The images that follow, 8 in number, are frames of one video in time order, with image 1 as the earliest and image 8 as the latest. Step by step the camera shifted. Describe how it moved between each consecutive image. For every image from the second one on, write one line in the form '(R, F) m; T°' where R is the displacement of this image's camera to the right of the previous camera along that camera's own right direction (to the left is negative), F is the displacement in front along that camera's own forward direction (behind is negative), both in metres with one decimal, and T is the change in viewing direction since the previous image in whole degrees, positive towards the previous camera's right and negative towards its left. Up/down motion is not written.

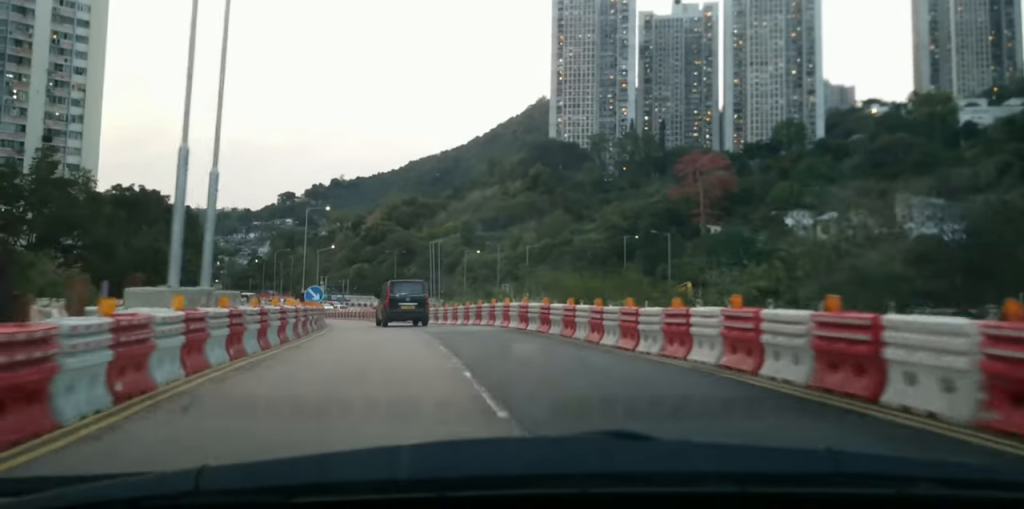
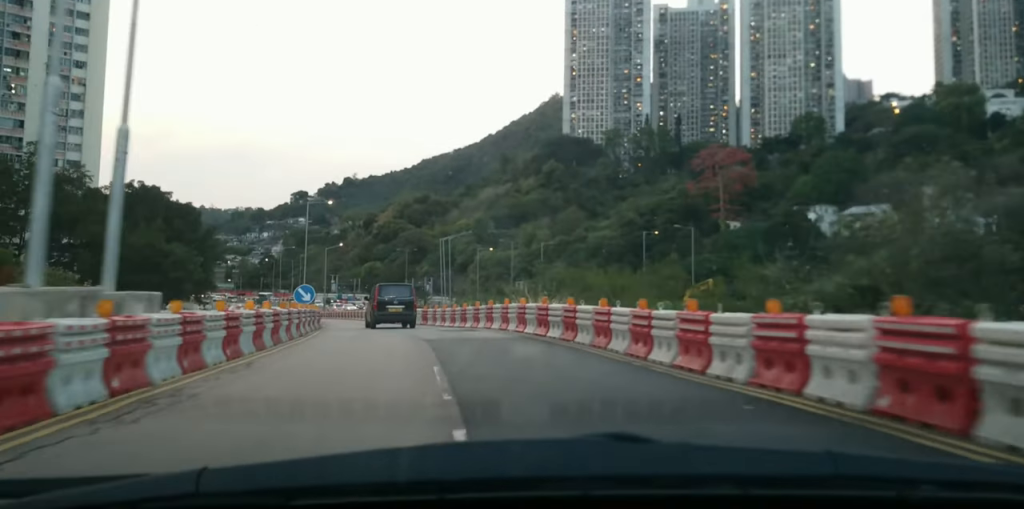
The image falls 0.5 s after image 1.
(+0.1, +4.7) m; -3°
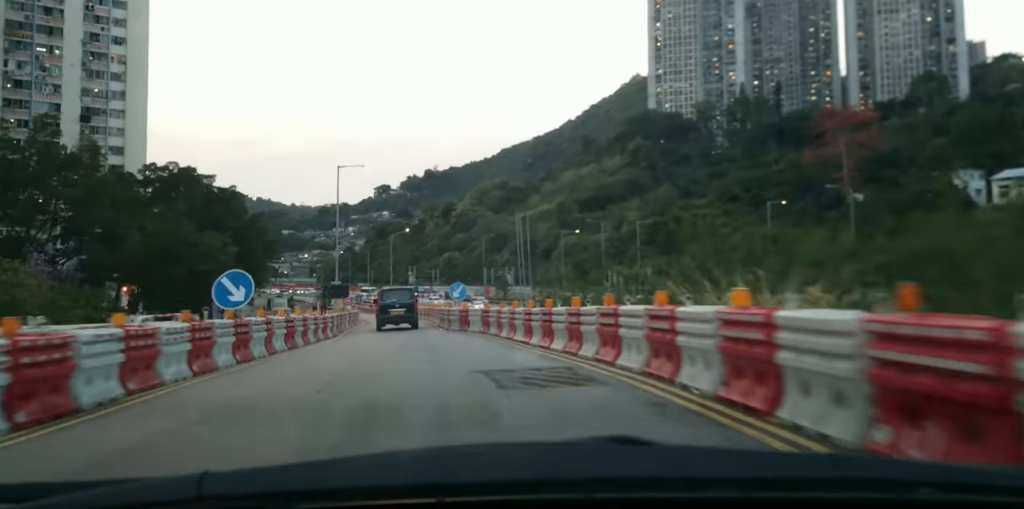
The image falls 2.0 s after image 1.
(-1.3, +16.4) m; -7°
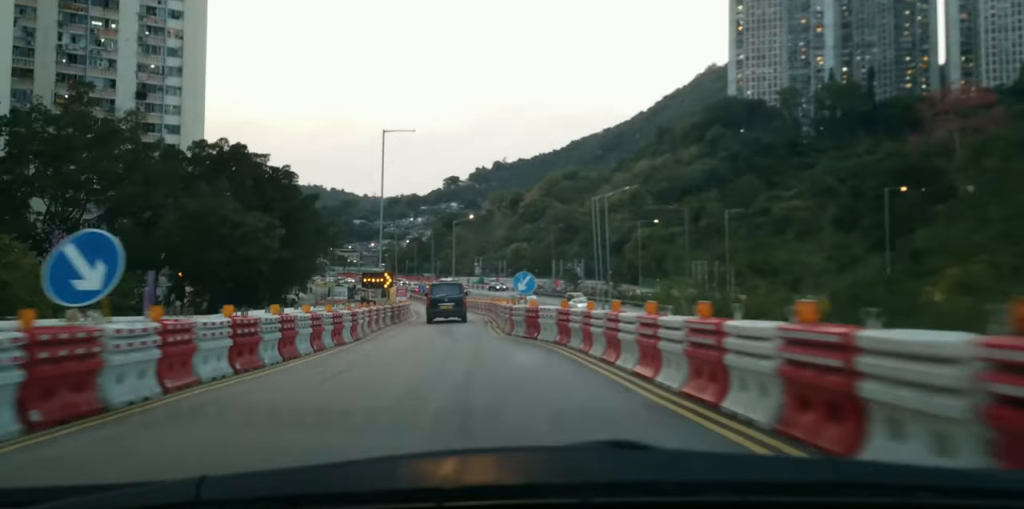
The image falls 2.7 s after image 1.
(+0.2, +9.0) m; -3°
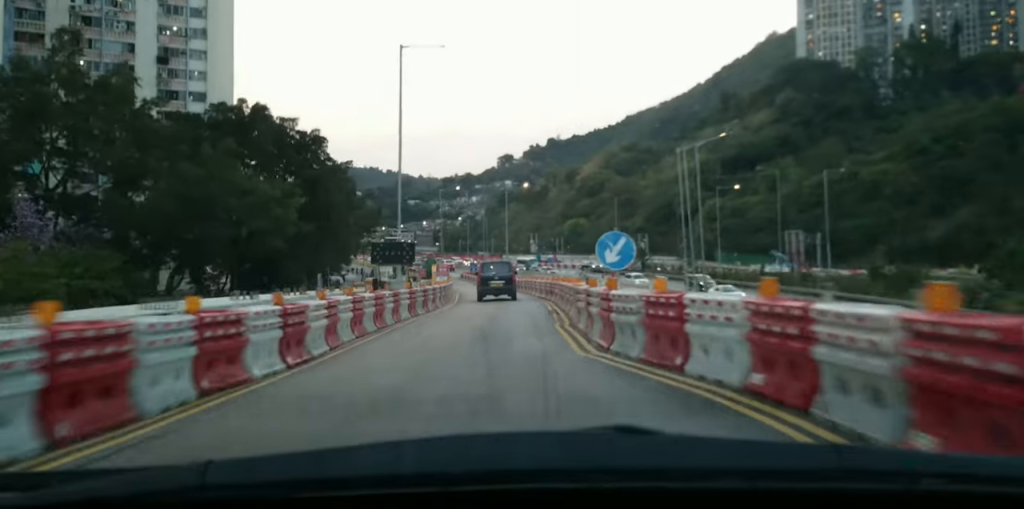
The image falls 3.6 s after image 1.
(-0.7, +11.9) m; -5°
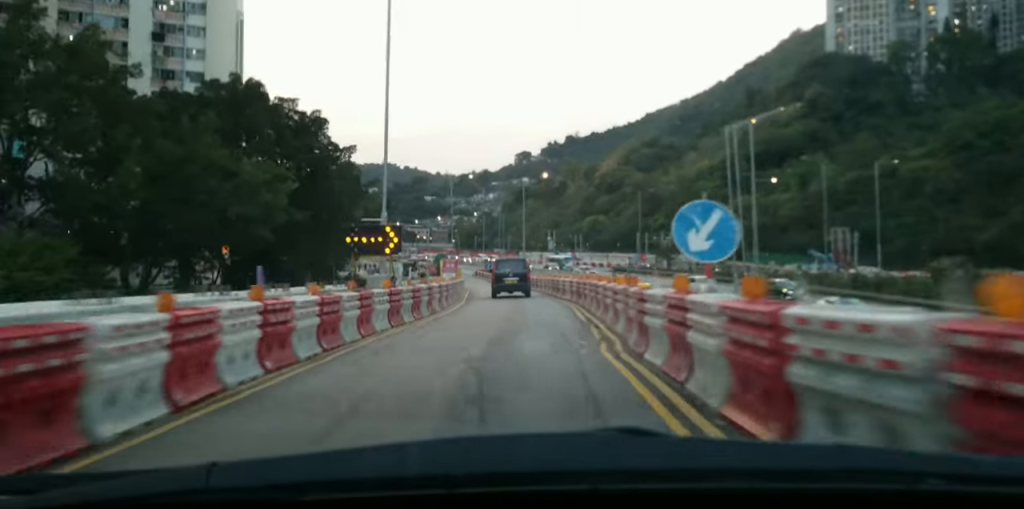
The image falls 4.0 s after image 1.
(-0.2, +6.8) m; -2°
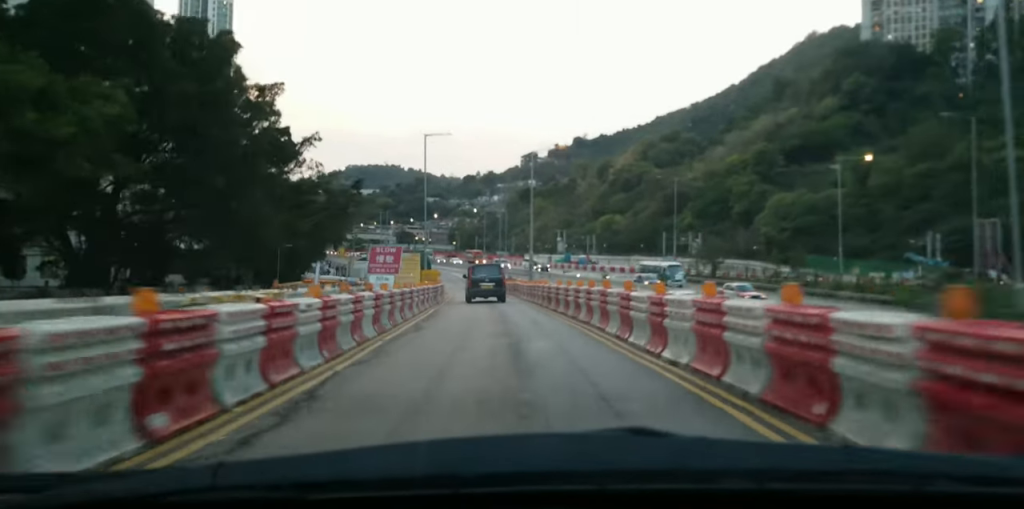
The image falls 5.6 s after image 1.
(-0.6, +23.5) m; -3°
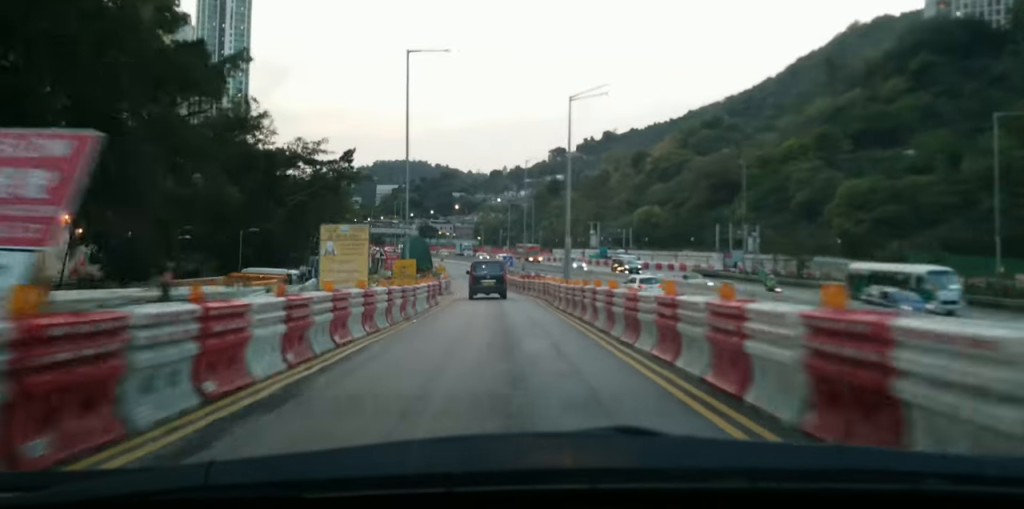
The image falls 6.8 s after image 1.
(-0.3, +17.8) m; +1°
